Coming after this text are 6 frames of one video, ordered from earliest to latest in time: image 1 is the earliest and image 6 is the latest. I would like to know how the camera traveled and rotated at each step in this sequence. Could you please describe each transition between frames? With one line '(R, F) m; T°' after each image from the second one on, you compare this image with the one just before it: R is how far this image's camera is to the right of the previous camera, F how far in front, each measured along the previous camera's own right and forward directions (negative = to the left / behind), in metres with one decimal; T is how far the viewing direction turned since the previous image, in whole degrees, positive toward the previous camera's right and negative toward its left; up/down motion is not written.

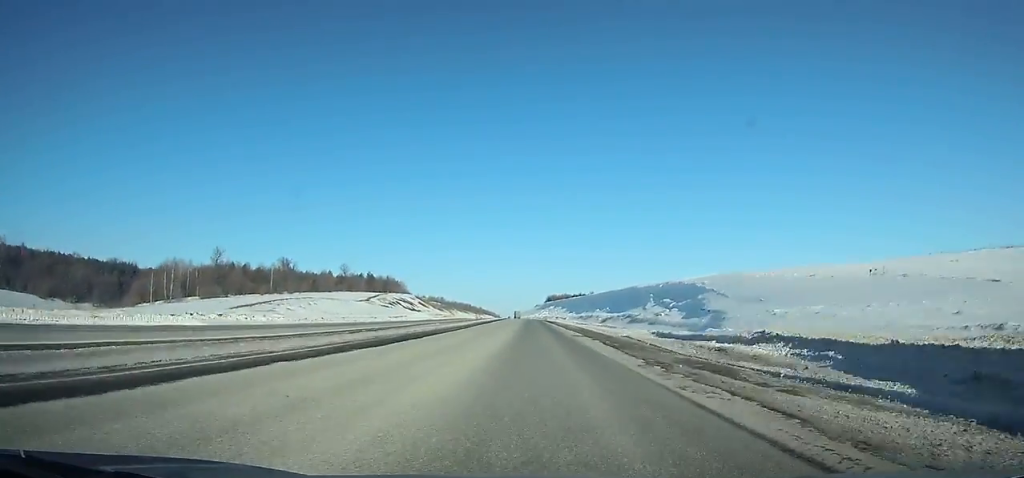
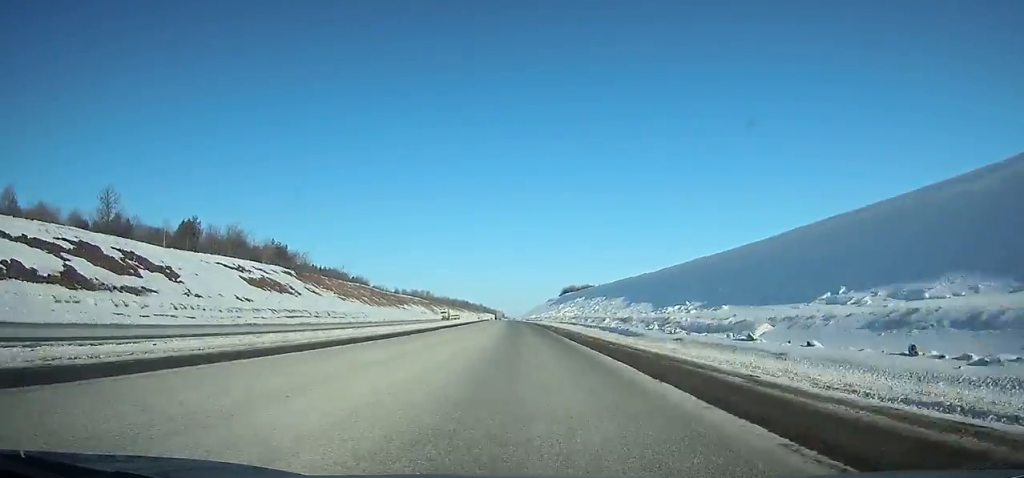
(-0.2, +161.2) m; -1°
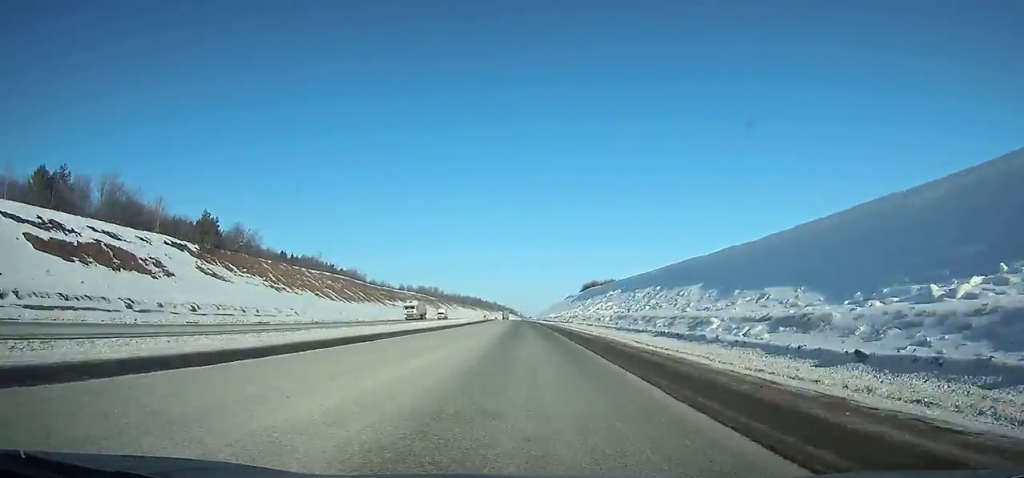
(0.0, +50.0) m; -1°
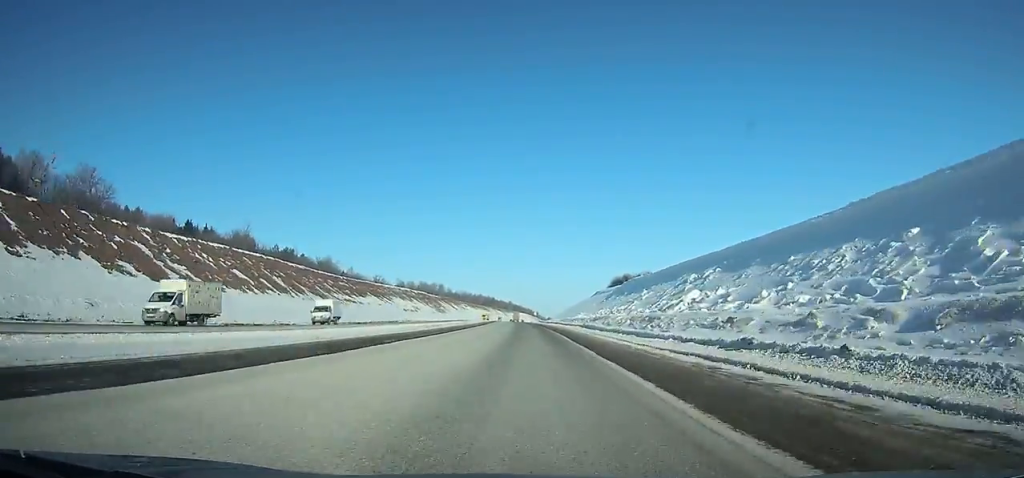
(-0.9, +73.7) m; -2°
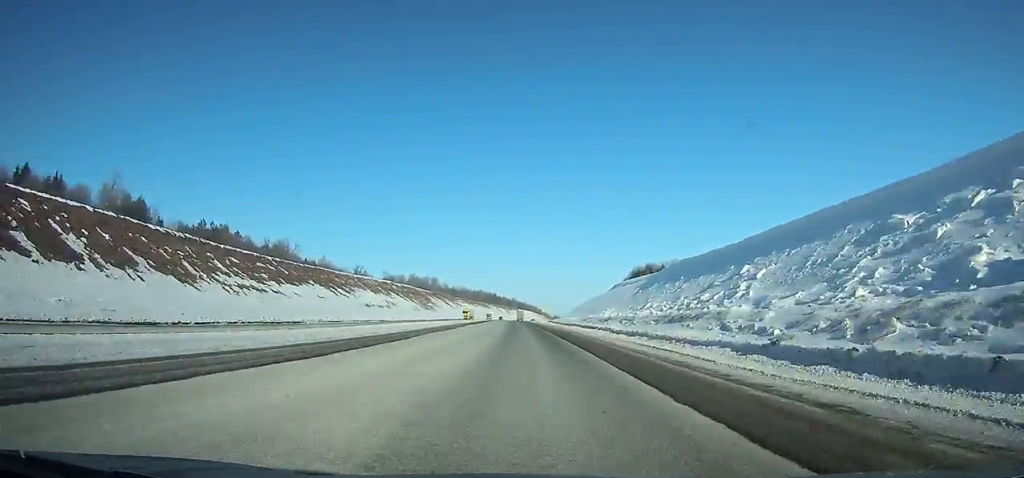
(-1.0, +57.6) m; -1°
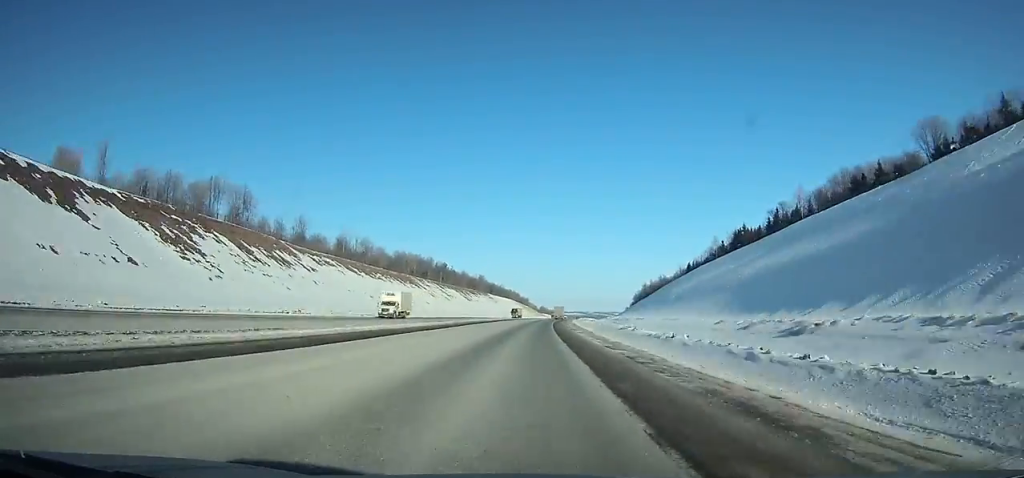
(-0.8, +297.9) m; +2°
